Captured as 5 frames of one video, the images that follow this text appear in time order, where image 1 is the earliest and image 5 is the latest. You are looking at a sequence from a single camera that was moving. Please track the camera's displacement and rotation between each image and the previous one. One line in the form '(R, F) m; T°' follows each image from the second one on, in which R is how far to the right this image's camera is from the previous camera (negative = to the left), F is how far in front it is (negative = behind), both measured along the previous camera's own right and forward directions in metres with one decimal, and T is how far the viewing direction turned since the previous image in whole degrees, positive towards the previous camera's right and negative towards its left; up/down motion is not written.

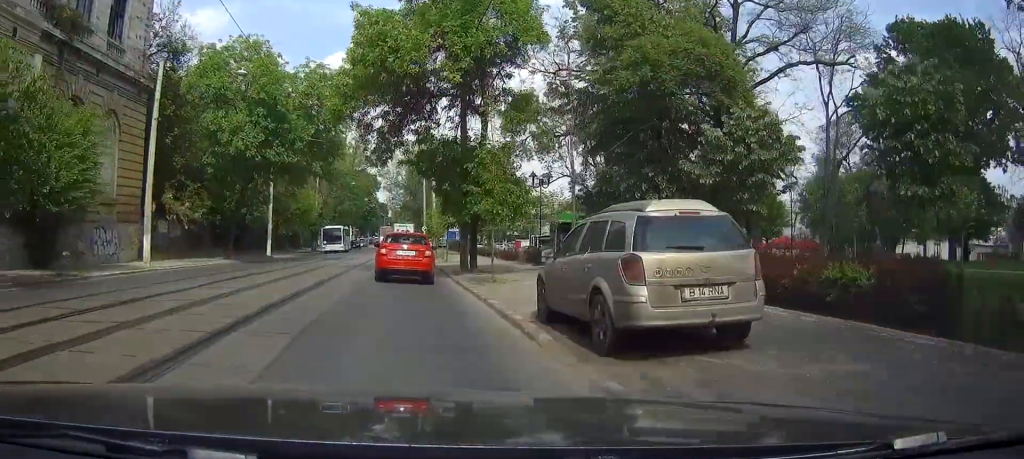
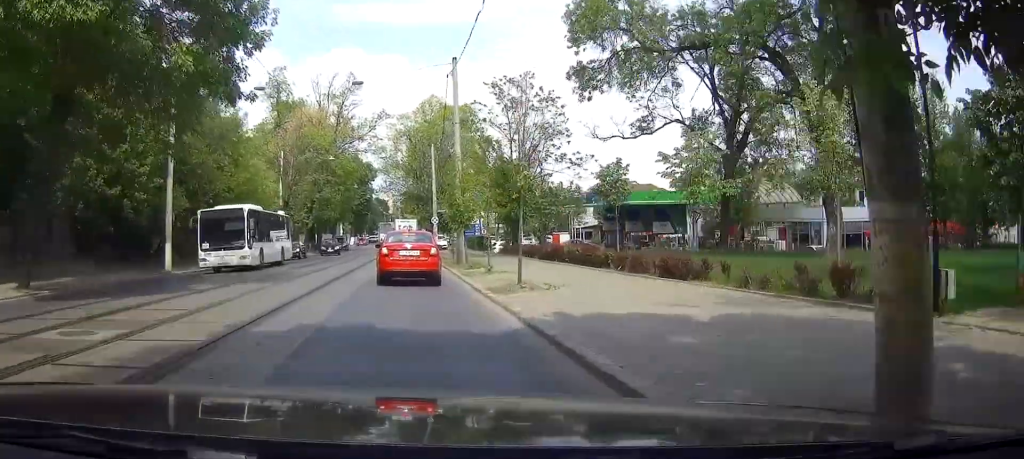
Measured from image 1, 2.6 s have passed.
(-0.3, +26.4) m; 0°
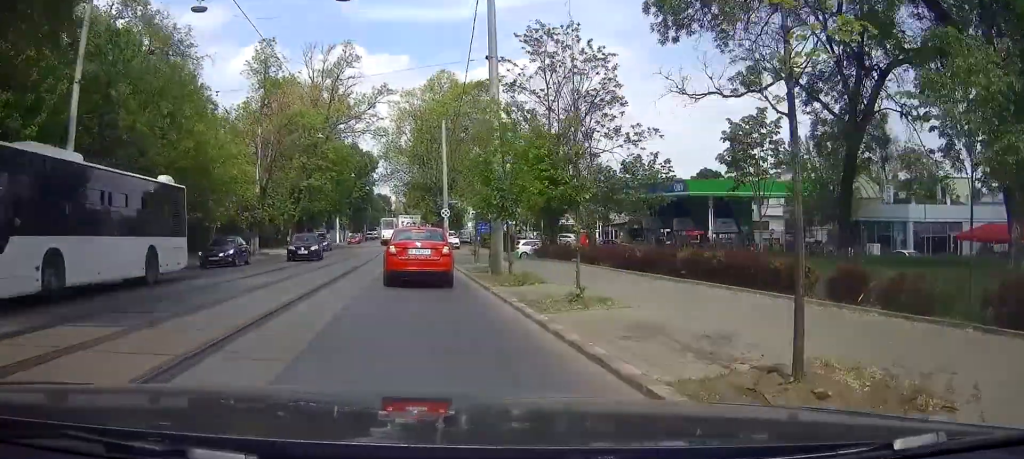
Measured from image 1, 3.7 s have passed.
(0.0, +11.3) m; +1°
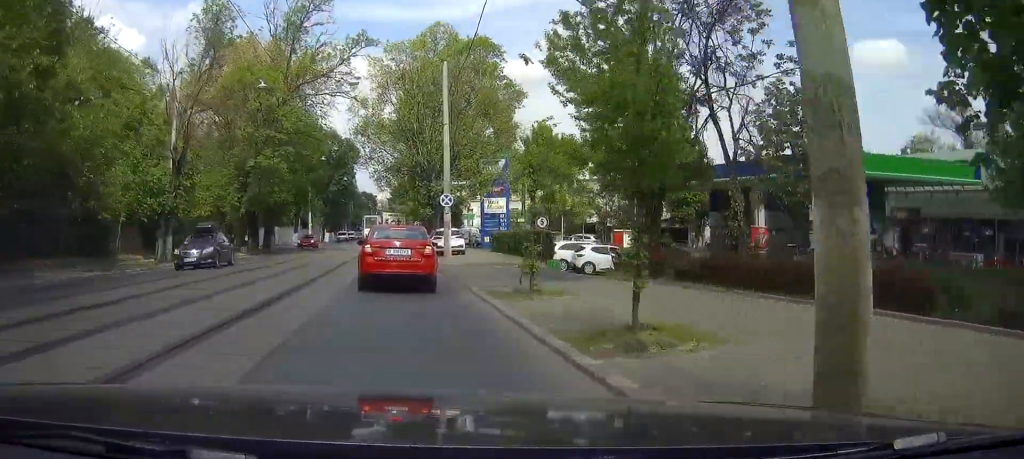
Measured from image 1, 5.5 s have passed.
(+0.2, +16.9) m; -2°
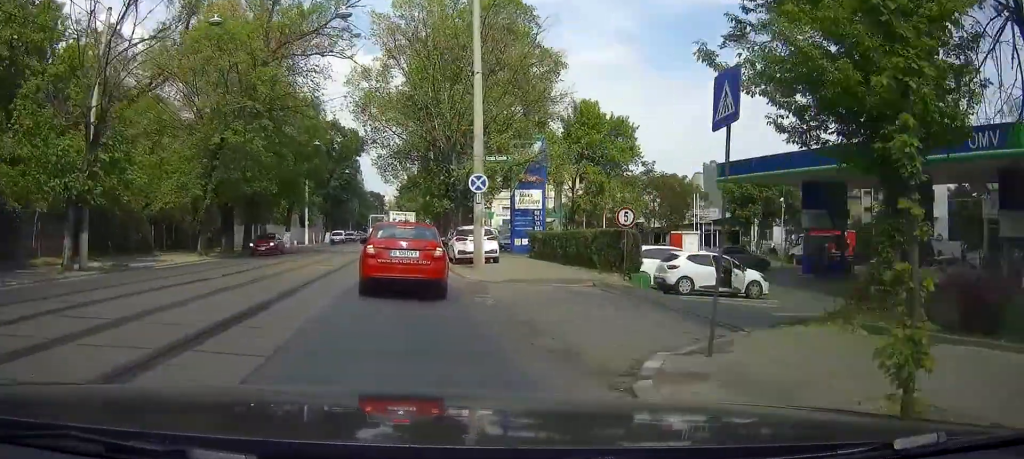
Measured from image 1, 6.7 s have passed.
(-0.4, +10.6) m; -4°
